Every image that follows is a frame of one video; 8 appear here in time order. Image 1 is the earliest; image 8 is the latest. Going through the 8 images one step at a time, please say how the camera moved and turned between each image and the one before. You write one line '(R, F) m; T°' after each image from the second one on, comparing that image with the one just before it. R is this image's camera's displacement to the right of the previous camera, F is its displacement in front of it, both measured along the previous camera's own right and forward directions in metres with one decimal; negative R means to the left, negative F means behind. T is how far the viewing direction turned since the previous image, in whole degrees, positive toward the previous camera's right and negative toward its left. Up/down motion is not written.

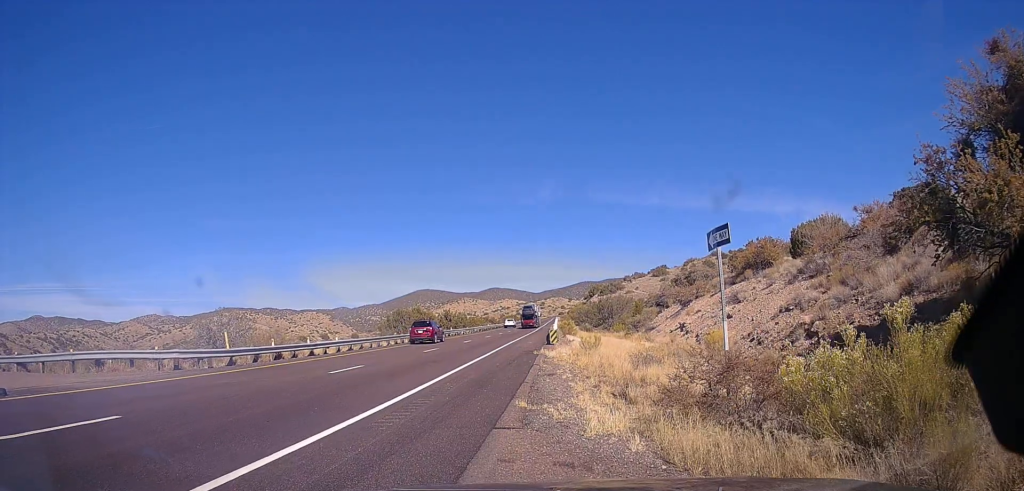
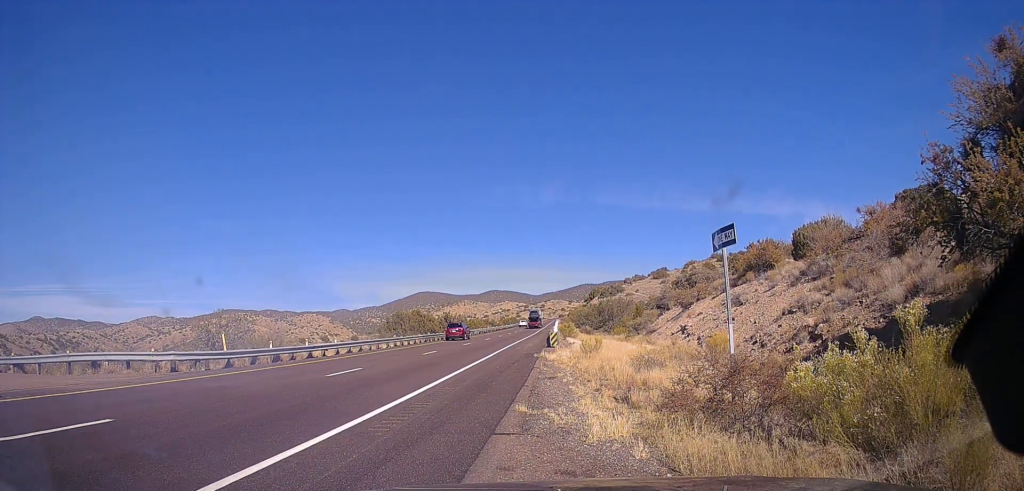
(-0.1, +1.6) m; -1°
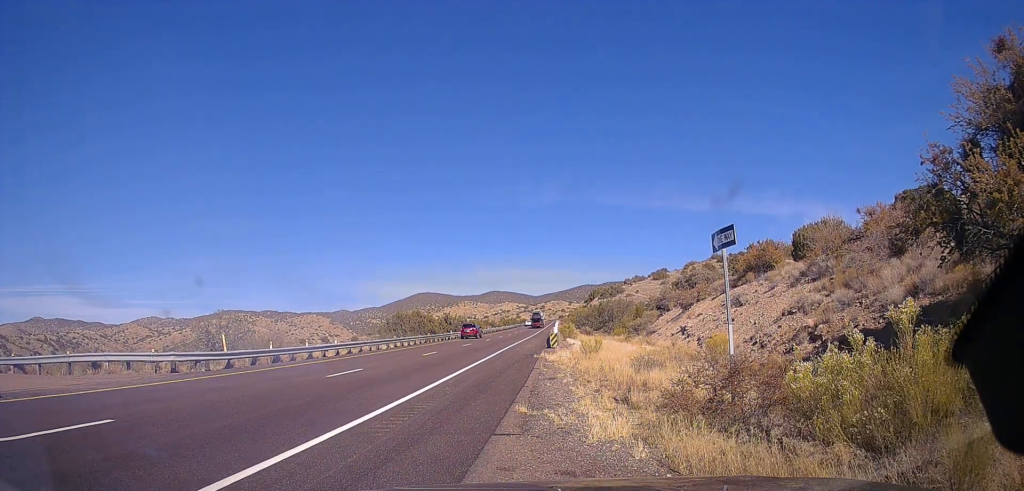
(0.0, 0.0) m; 0°
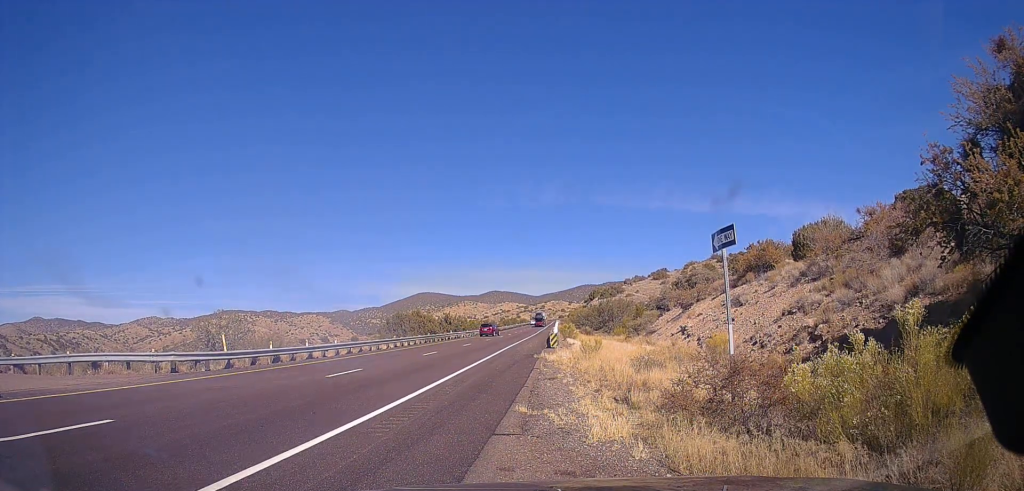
(0.0, 0.0) m; 0°
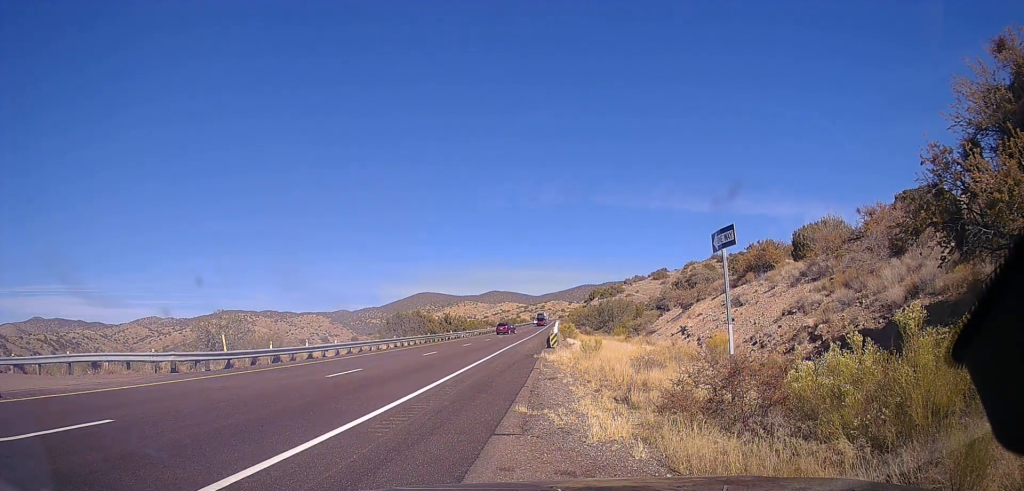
(0.0, 0.0) m; 0°
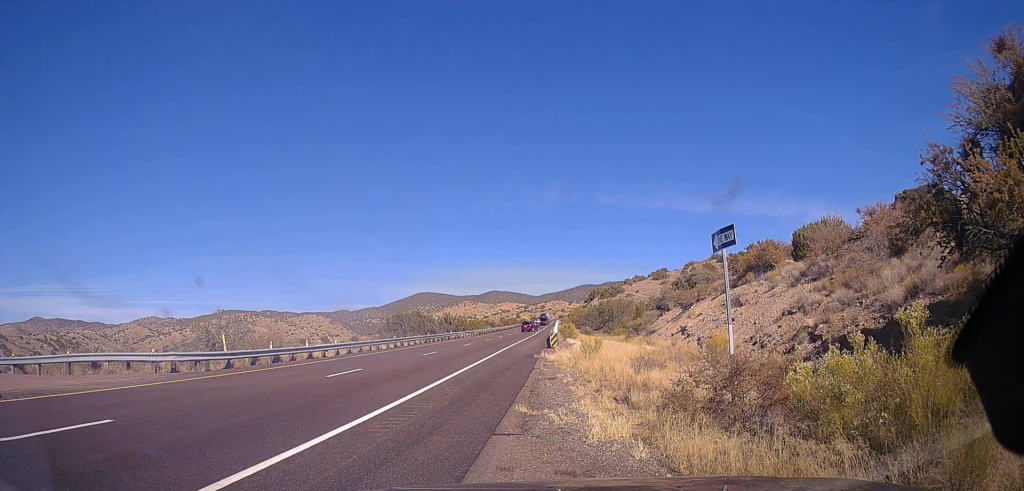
(0.0, 0.0) m; 0°
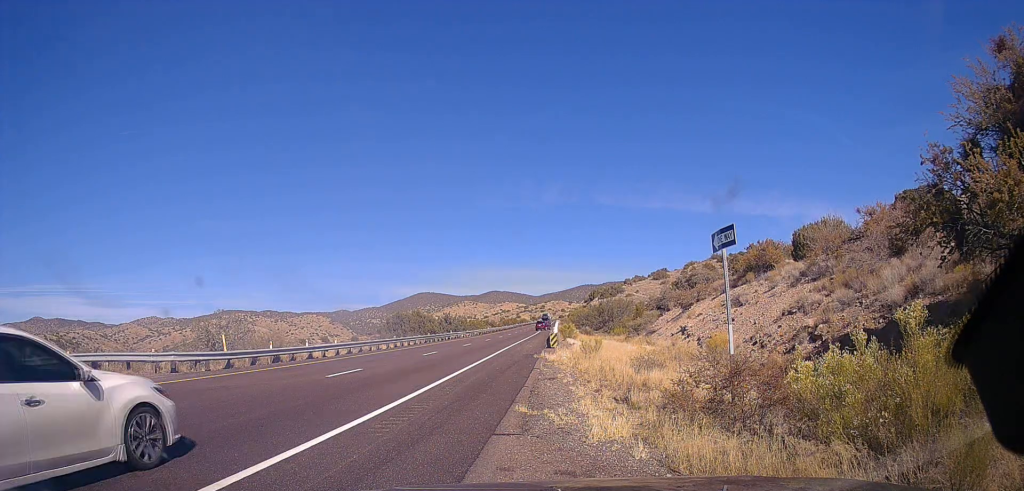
(0.0, 0.0) m; 0°
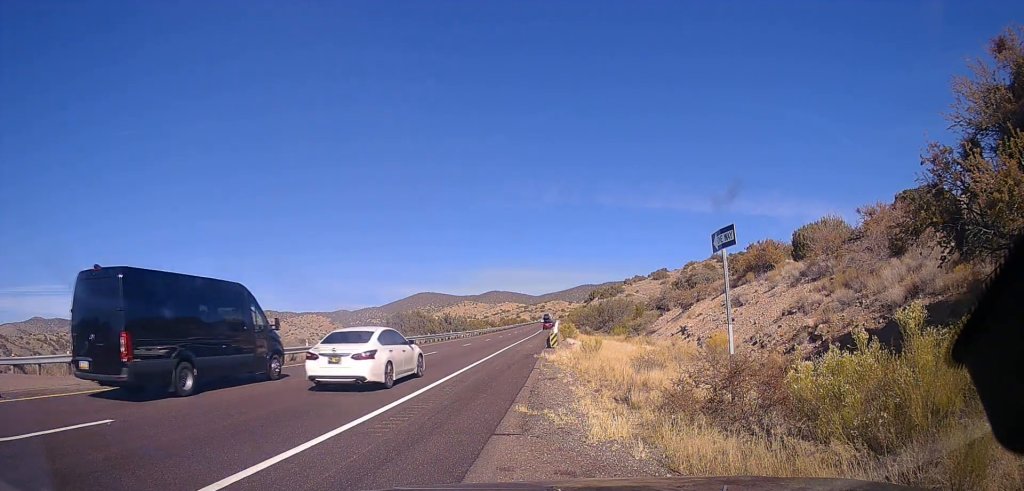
(0.0, 0.0) m; 0°
